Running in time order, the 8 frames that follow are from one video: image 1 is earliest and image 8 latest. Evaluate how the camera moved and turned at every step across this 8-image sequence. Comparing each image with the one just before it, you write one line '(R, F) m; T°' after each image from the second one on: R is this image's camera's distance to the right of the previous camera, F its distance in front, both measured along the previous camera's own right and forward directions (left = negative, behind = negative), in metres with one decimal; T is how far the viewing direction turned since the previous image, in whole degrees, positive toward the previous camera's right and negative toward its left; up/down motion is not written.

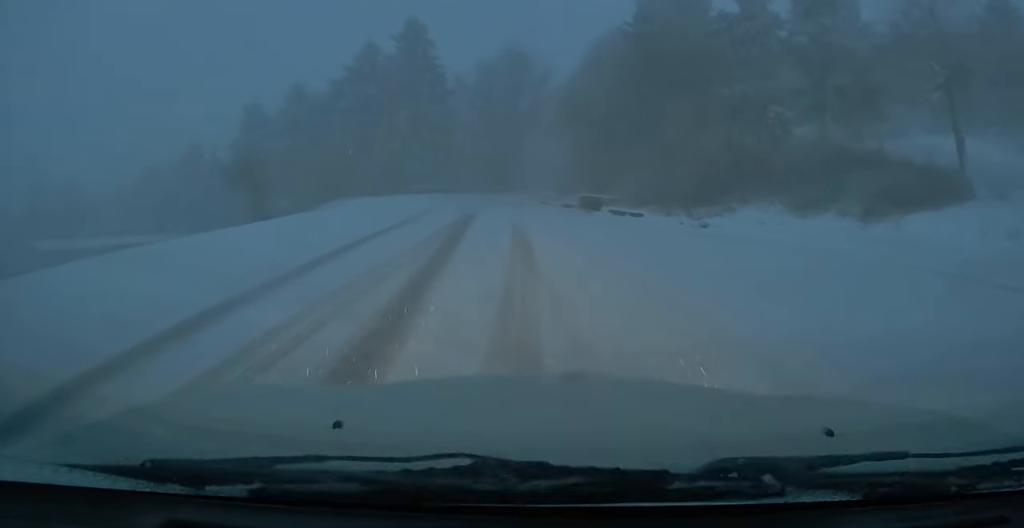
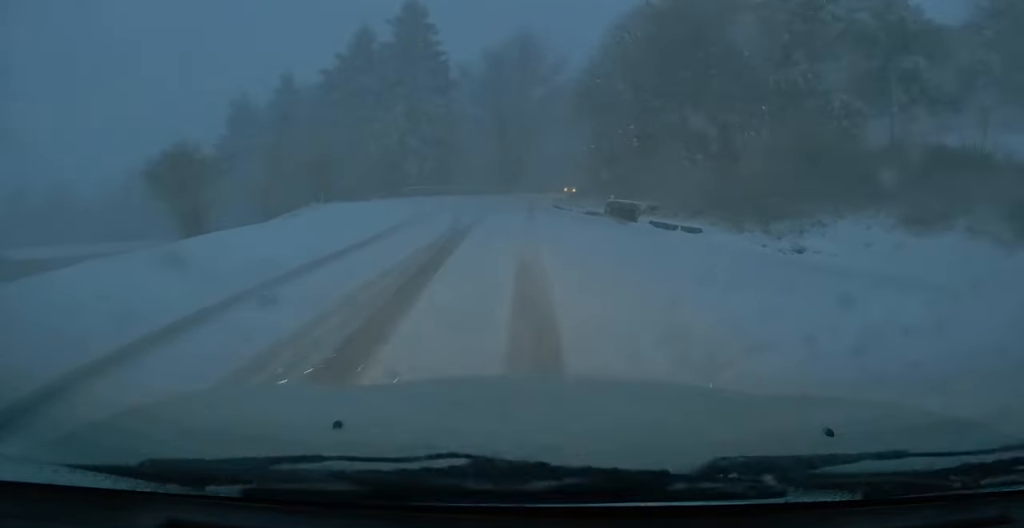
(+0.1, +7.1) m; -2°
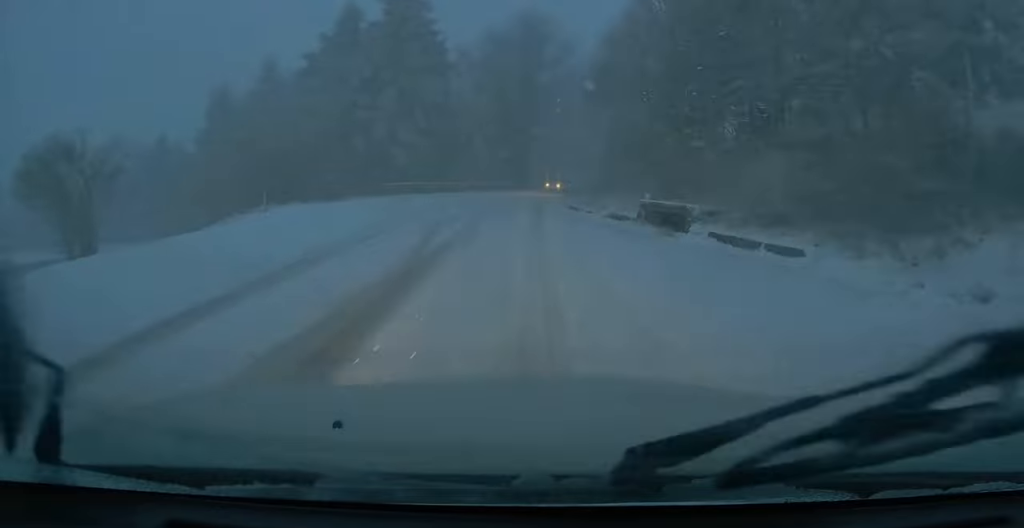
(-0.2, +6.4) m; 0°
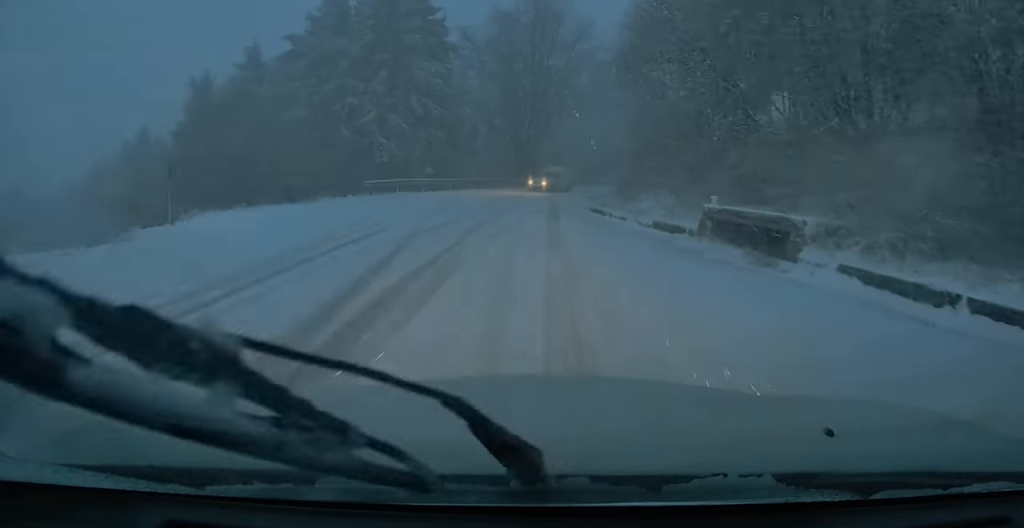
(+0.1, +6.2) m; -1°
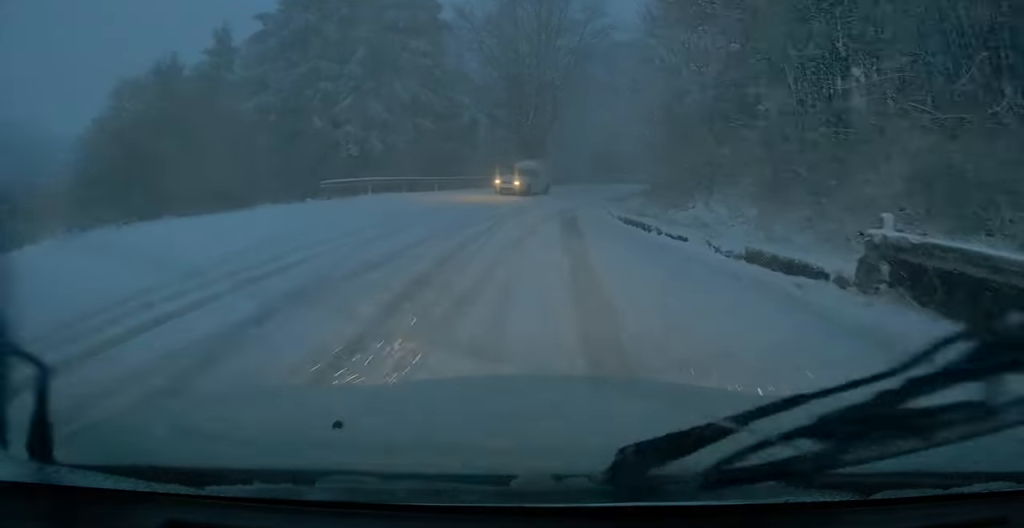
(-0.2, +6.8) m; +1°
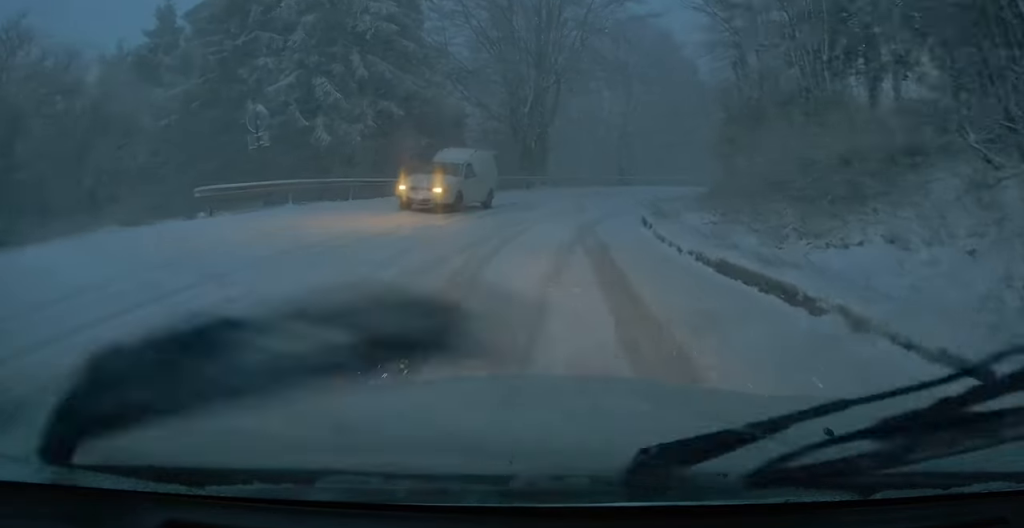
(+0.2, +8.3) m; +1°
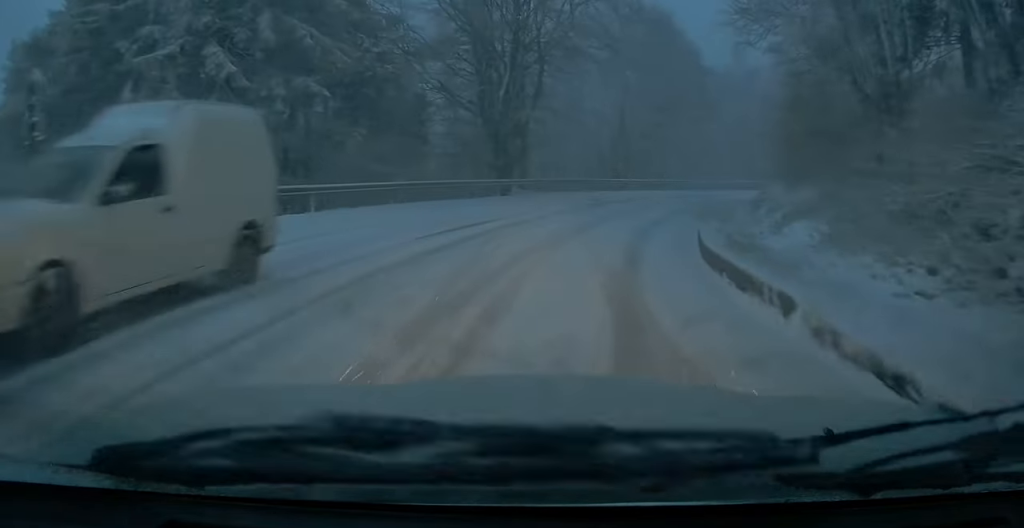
(+0.1, +8.0) m; +4°
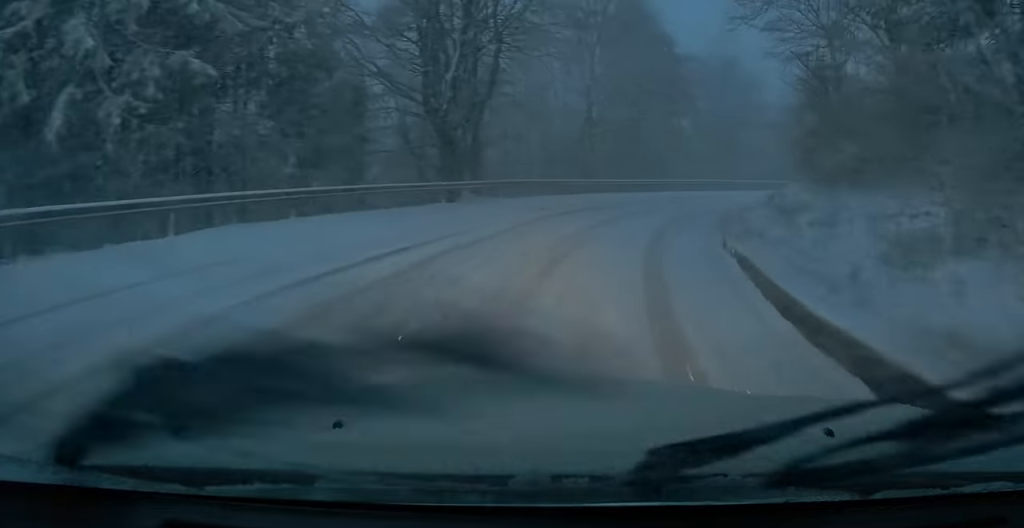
(+0.2, +4.8) m; +2°
